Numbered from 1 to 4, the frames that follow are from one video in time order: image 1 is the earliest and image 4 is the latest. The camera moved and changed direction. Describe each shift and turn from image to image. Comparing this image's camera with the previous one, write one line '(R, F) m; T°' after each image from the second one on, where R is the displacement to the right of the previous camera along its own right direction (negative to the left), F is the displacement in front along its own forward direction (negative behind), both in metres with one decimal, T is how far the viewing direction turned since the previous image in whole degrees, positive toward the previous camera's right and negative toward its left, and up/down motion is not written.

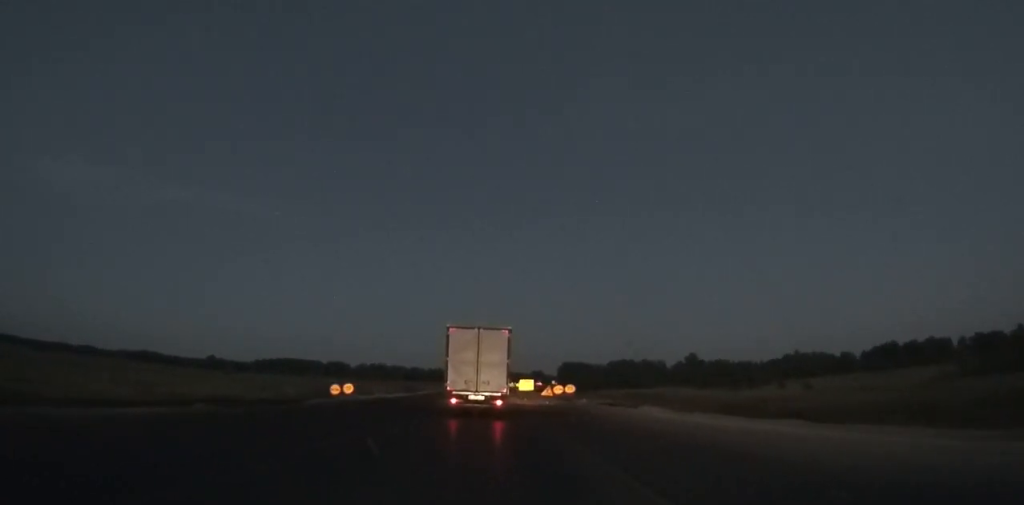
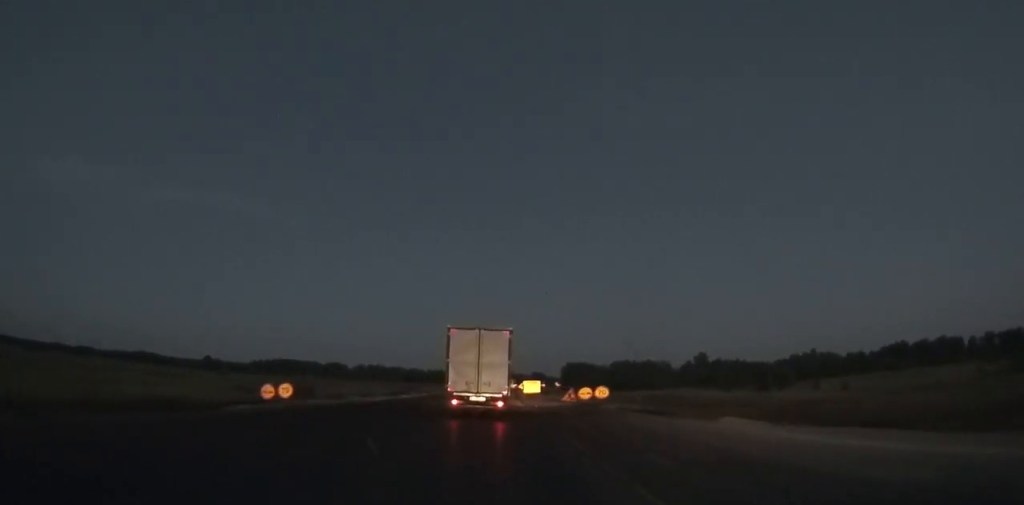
(-0.1, +11.6) m; 0°
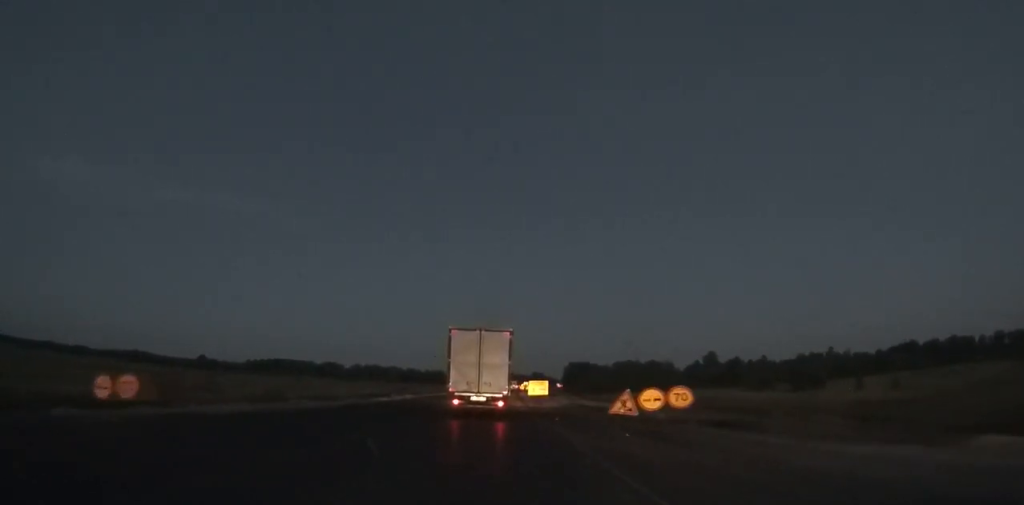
(-0.1, +11.6) m; 0°
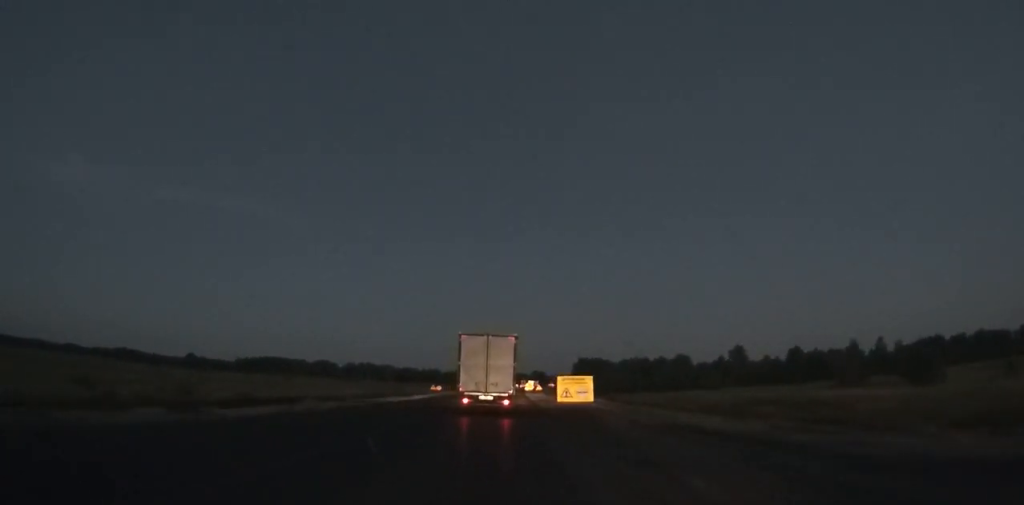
(+0.2, +27.3) m; 0°
